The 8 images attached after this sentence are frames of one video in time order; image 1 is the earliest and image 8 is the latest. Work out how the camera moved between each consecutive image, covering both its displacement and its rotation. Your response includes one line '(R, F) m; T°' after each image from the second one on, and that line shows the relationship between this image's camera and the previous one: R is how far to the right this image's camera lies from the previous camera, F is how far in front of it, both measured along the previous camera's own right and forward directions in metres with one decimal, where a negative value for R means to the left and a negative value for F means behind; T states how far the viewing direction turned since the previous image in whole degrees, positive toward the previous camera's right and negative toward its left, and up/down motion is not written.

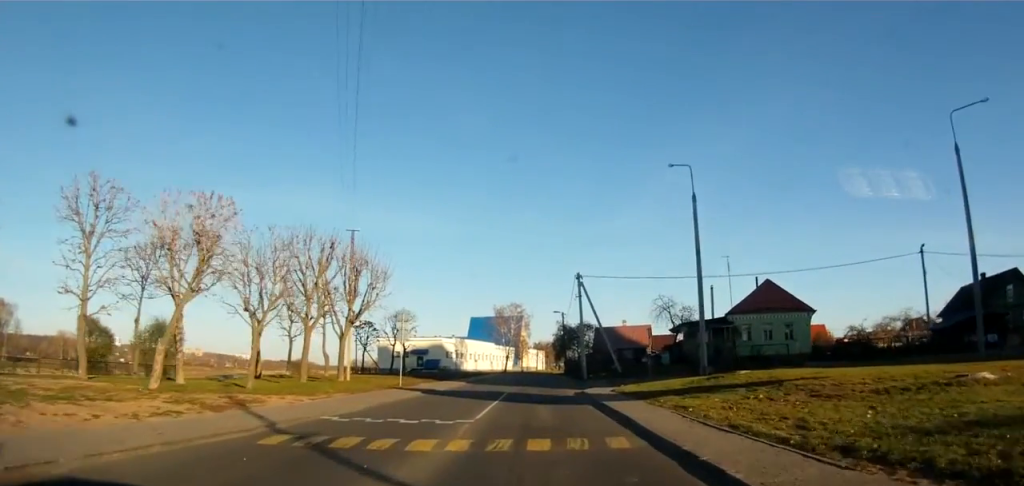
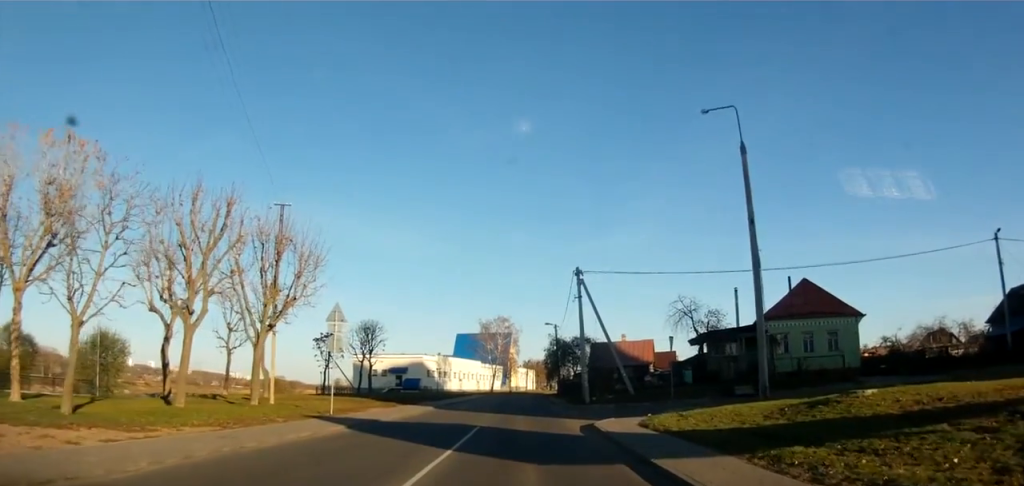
(-0.4, +10.4) m; +1°
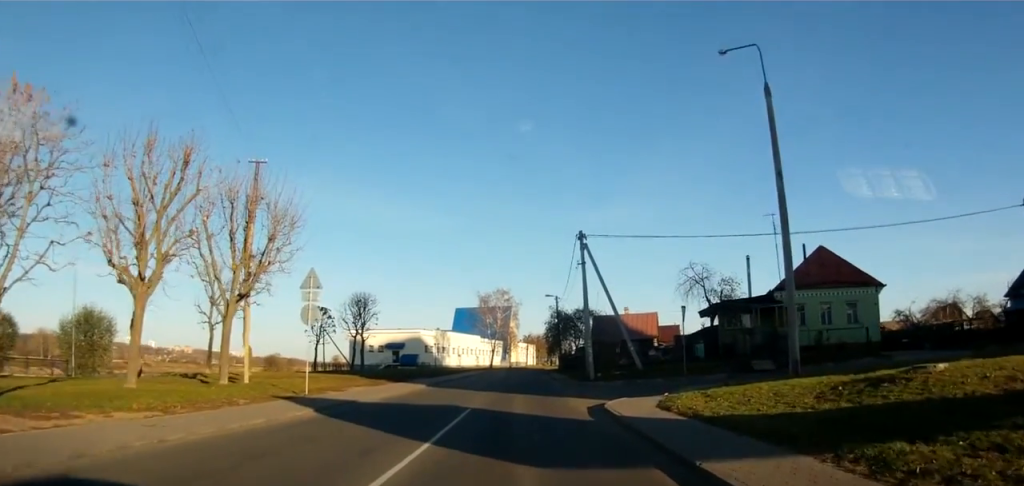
(+0.1, +2.9) m; +2°
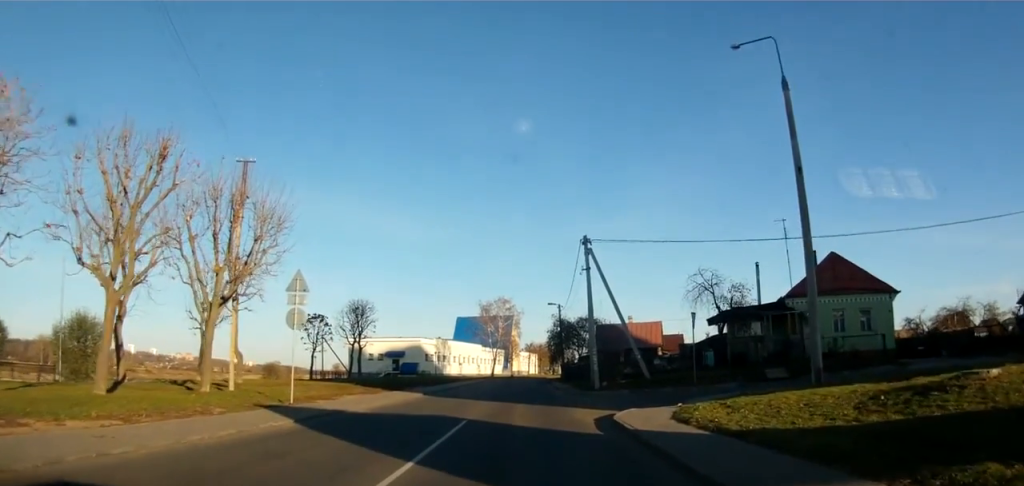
(+0.2, +1.7) m; 0°
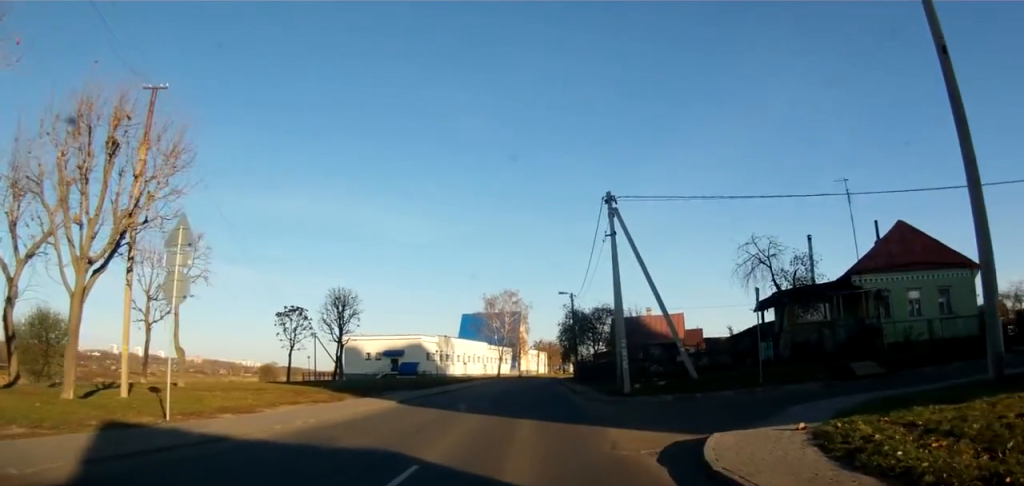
(0.0, +8.7) m; +2°
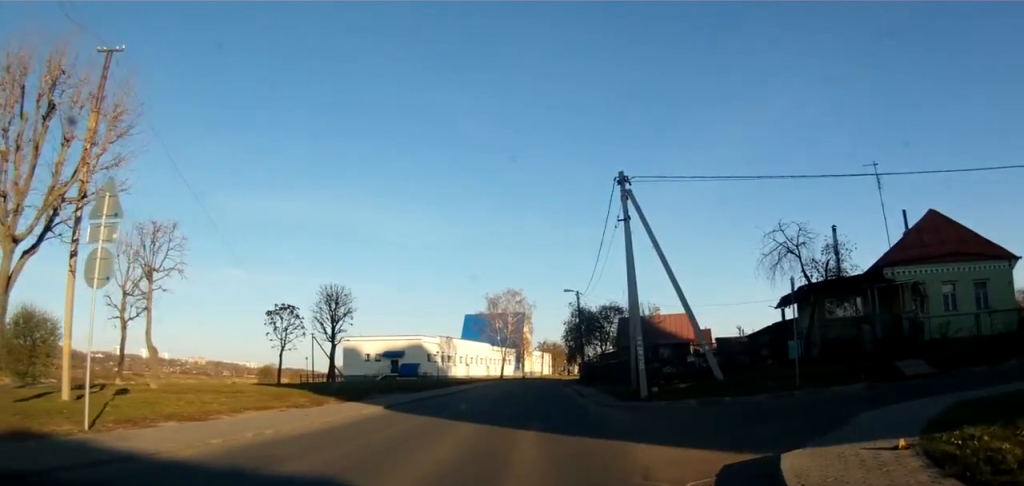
(+0.2, +2.7) m; +1°
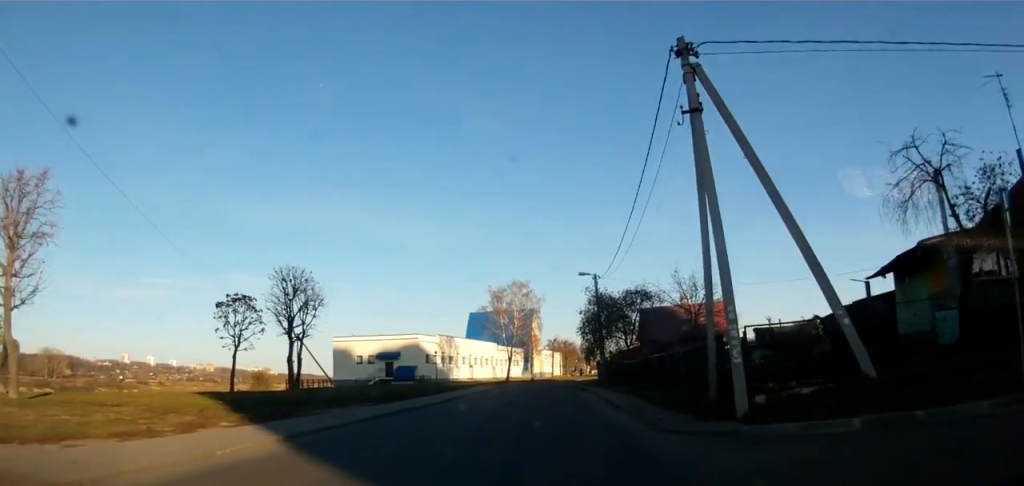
(-0.1, +9.7) m; +1°
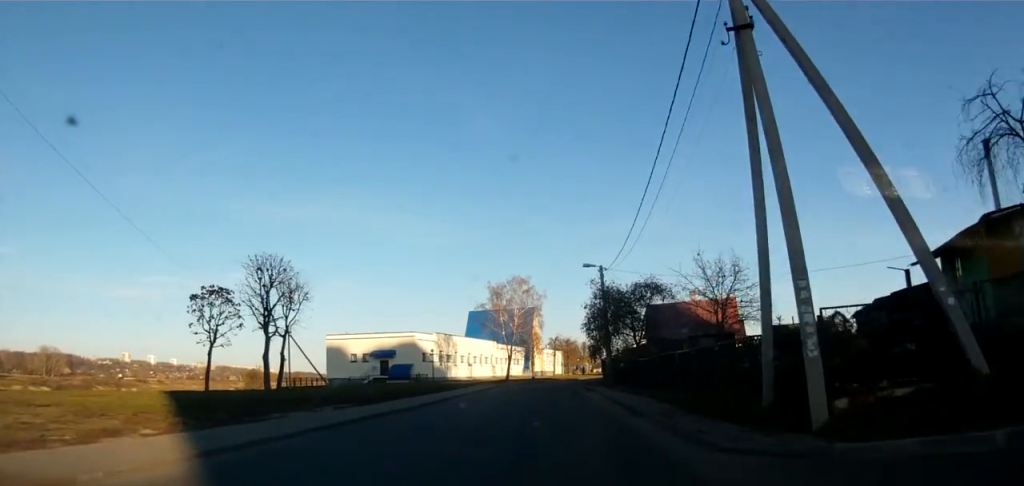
(+0.2, +3.3) m; 0°
